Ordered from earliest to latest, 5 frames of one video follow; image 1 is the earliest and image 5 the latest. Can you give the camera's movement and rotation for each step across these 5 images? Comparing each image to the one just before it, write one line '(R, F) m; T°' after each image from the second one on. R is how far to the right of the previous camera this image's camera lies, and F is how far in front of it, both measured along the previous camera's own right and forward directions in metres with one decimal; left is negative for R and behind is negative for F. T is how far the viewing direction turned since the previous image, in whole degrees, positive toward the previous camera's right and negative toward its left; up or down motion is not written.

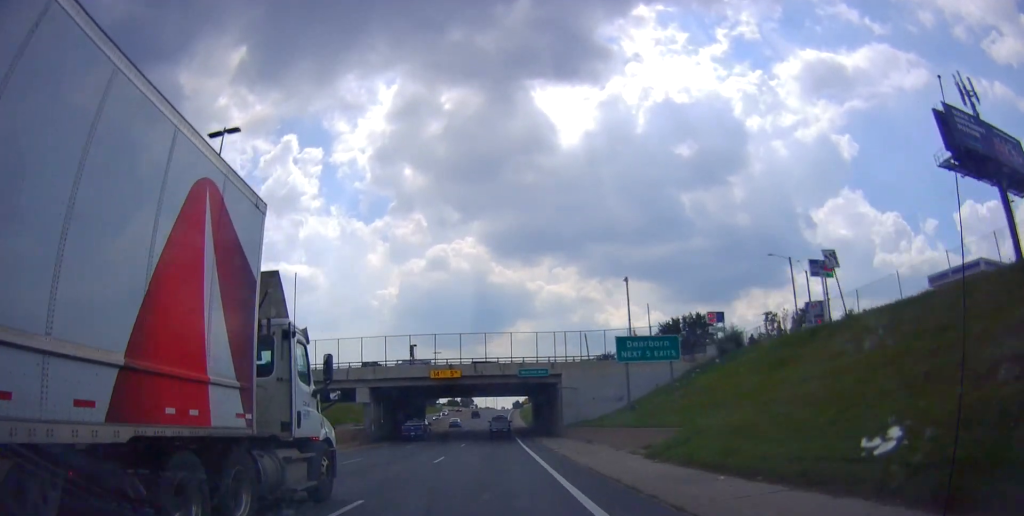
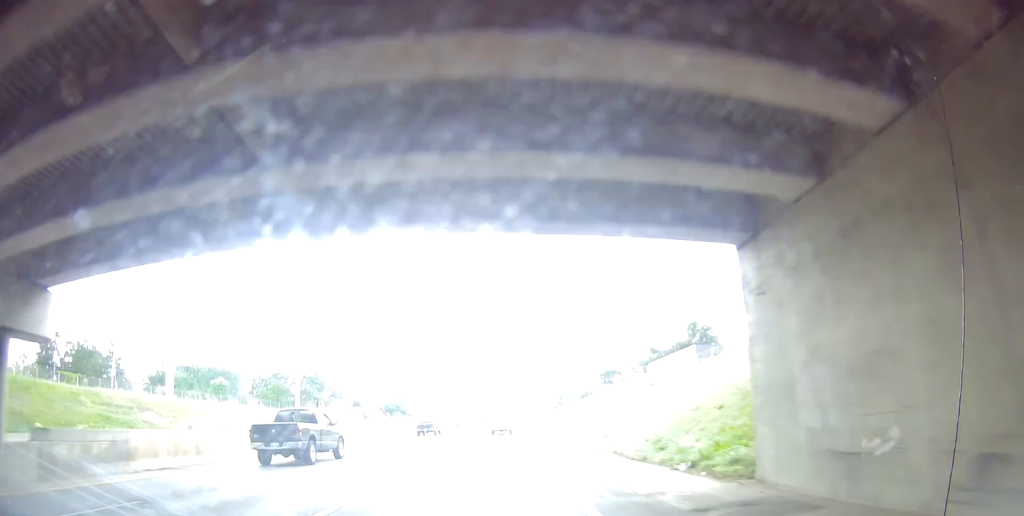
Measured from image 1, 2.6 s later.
(-0.1, +77.3) m; -1°
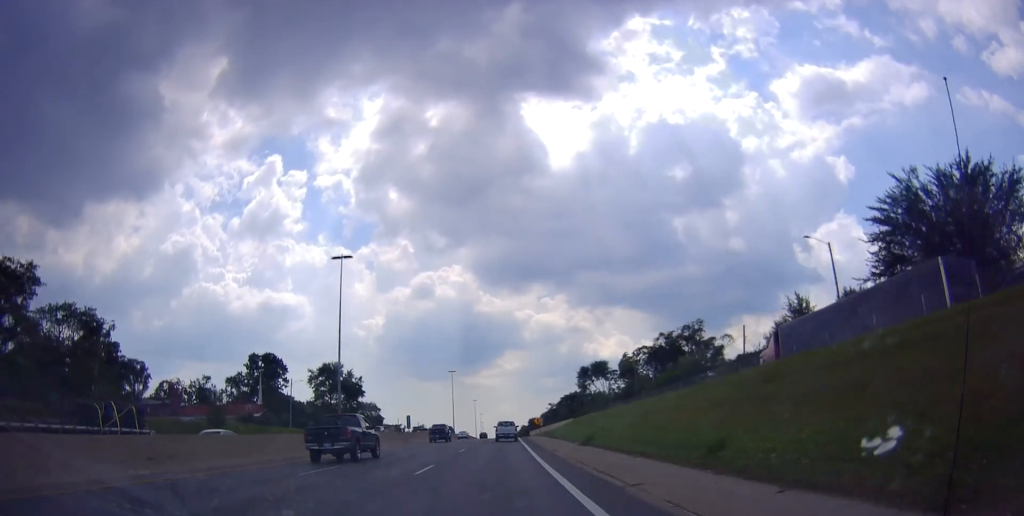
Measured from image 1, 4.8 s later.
(+0.7, +65.2) m; +1°
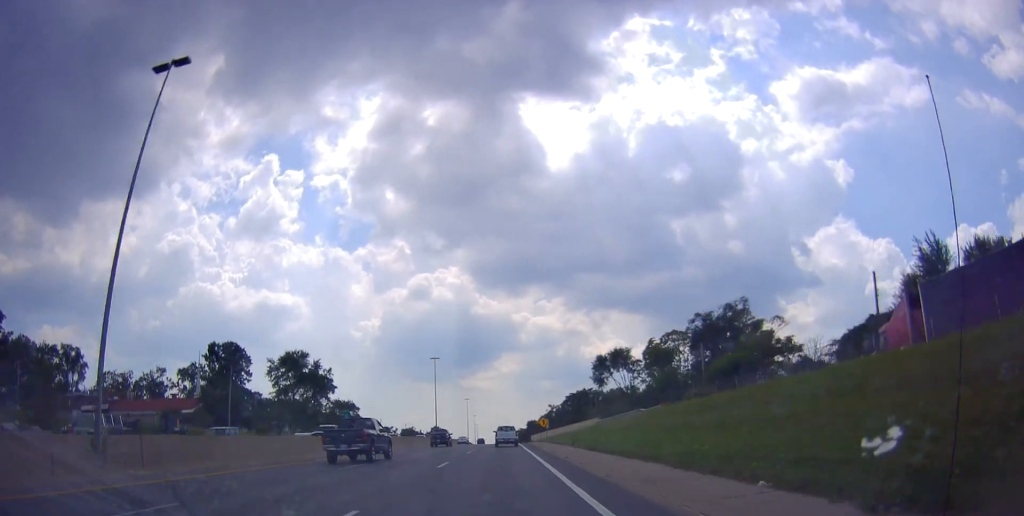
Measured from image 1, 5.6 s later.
(-0.3, +26.2) m; 0°
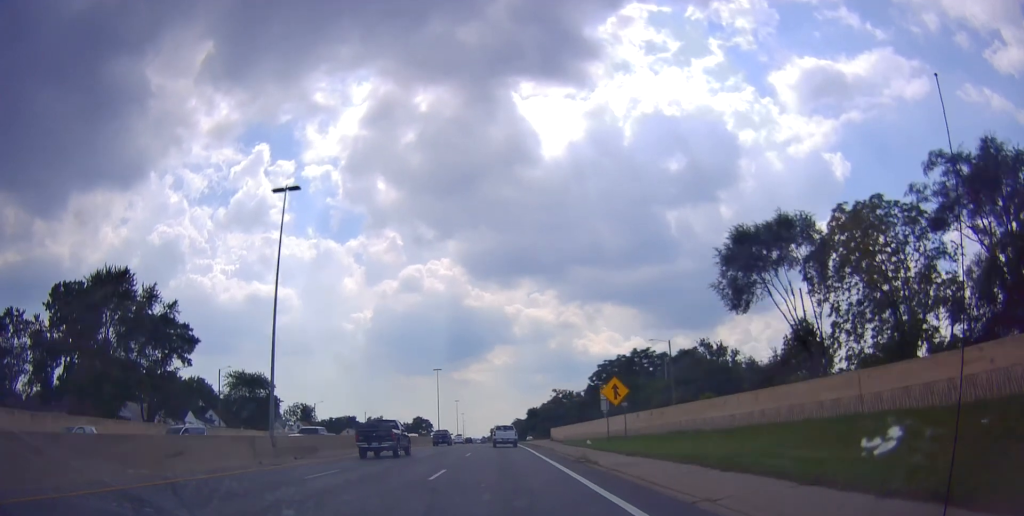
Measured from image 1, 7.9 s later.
(+3.2, +66.3) m; +4°
